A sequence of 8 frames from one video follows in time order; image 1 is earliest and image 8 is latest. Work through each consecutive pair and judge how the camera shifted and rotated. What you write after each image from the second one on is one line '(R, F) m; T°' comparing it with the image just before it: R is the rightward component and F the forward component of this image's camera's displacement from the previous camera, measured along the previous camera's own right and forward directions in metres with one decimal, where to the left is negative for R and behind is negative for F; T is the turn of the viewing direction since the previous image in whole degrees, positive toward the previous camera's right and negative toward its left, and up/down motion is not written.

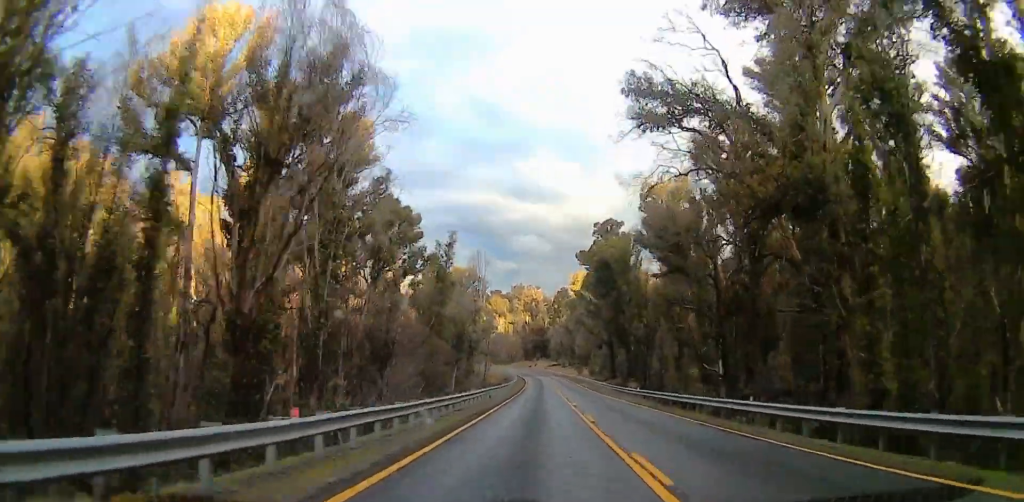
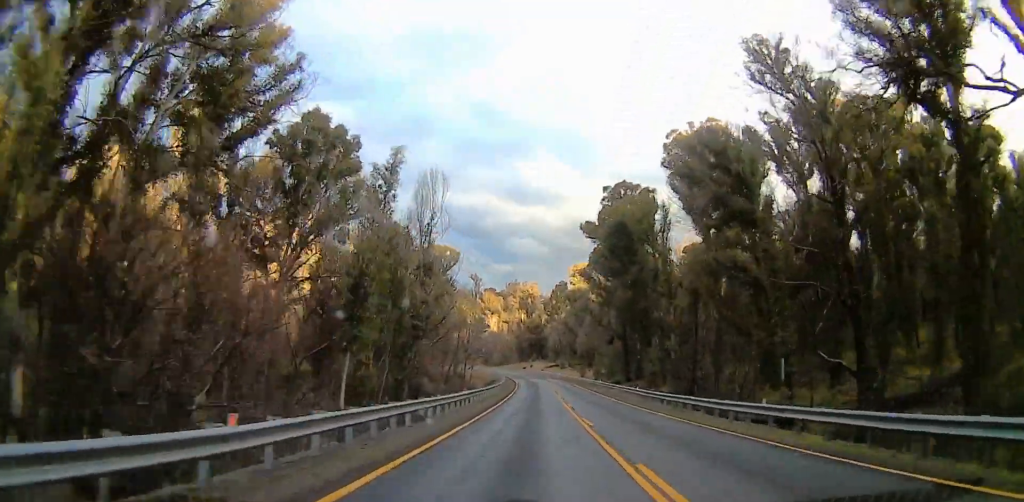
(-0.3, +25.6) m; +1°
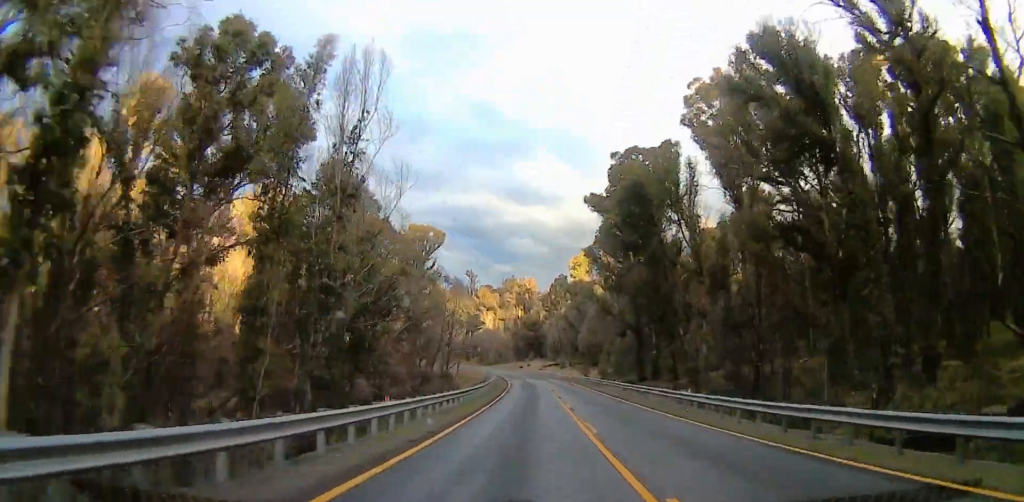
(+0.7, +15.3) m; +1°
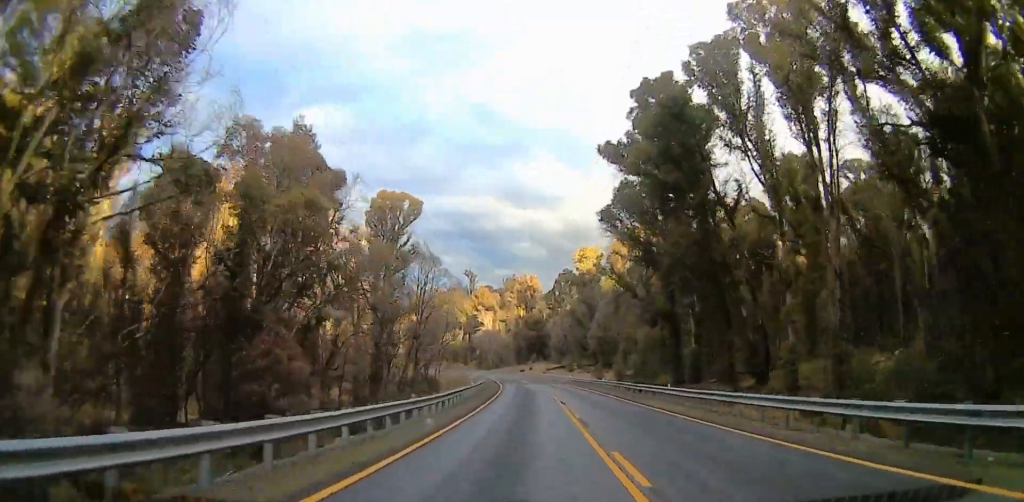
(-0.4, +20.0) m; -3°
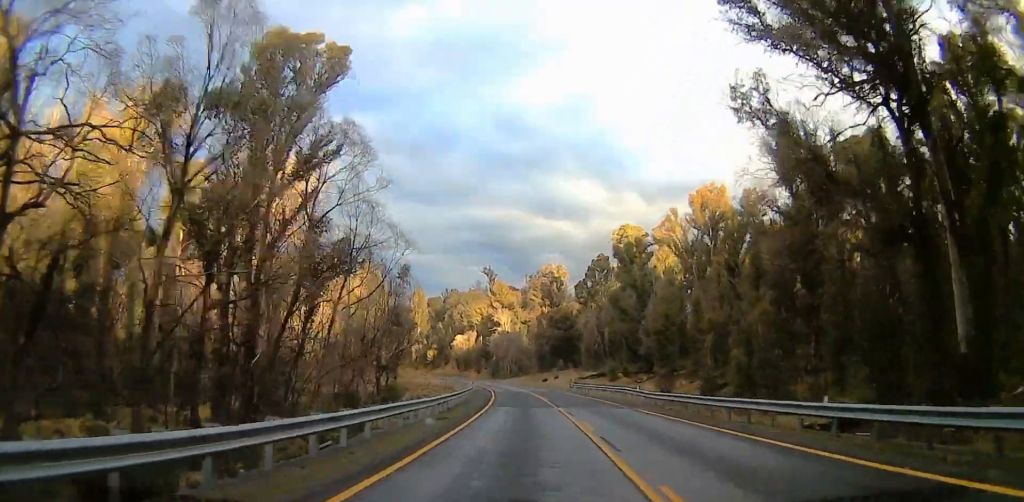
(-1.9, +39.8) m; -3°
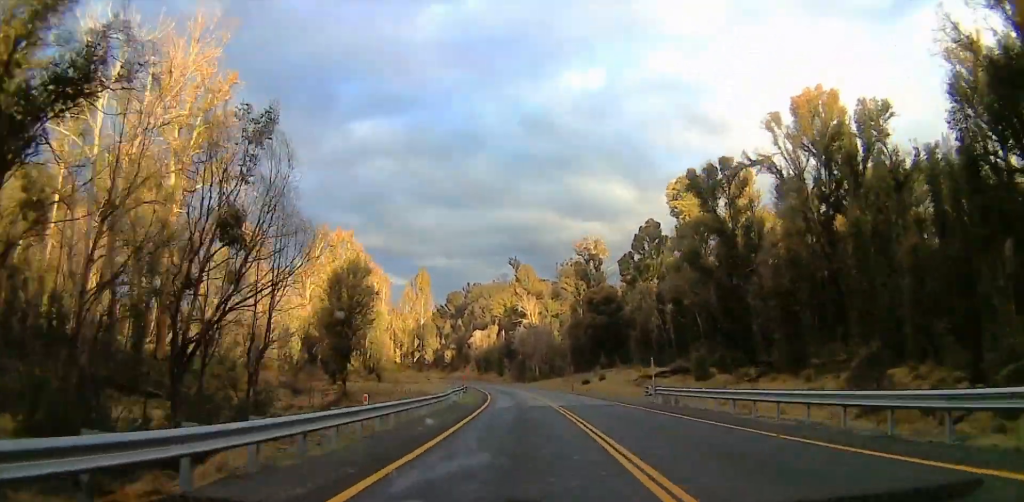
(0.0, +36.9) m; 0°
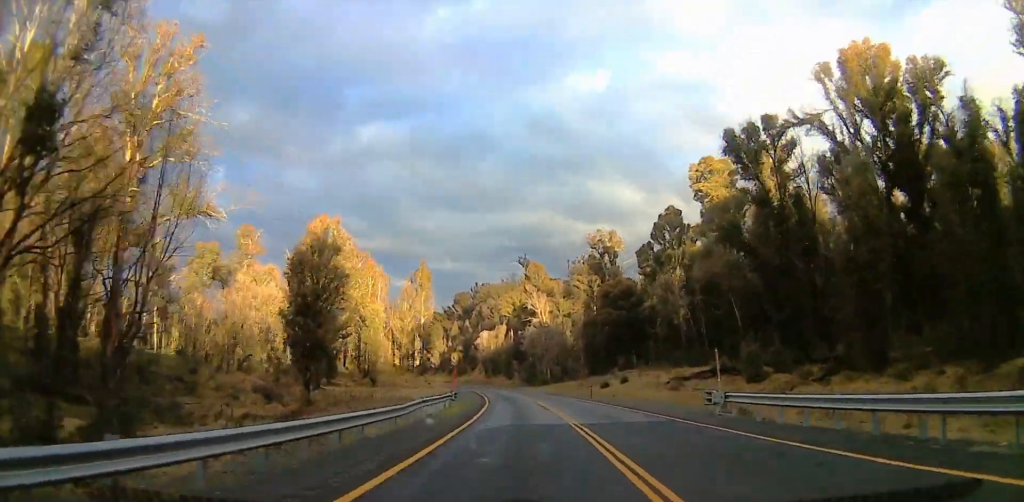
(0.0, +11.0) m; 0°
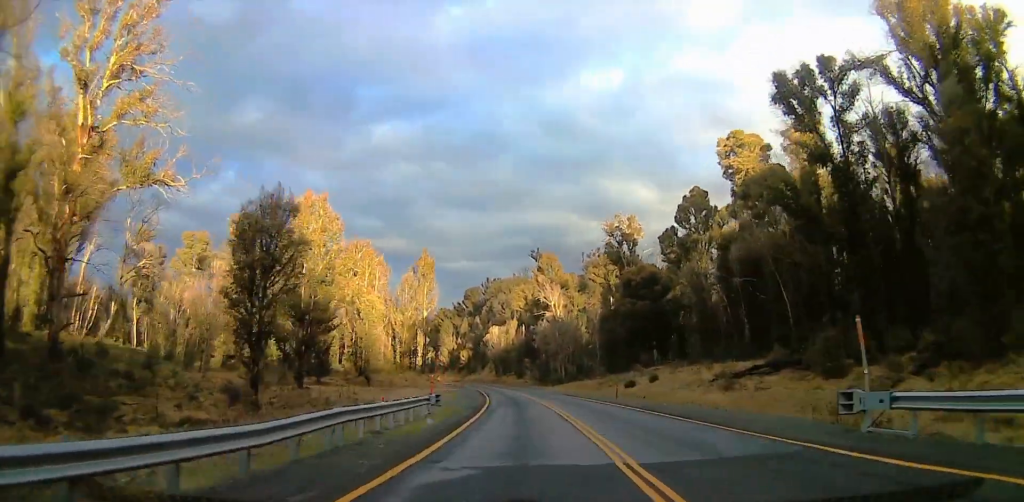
(0.0, +11.0) m; 0°
